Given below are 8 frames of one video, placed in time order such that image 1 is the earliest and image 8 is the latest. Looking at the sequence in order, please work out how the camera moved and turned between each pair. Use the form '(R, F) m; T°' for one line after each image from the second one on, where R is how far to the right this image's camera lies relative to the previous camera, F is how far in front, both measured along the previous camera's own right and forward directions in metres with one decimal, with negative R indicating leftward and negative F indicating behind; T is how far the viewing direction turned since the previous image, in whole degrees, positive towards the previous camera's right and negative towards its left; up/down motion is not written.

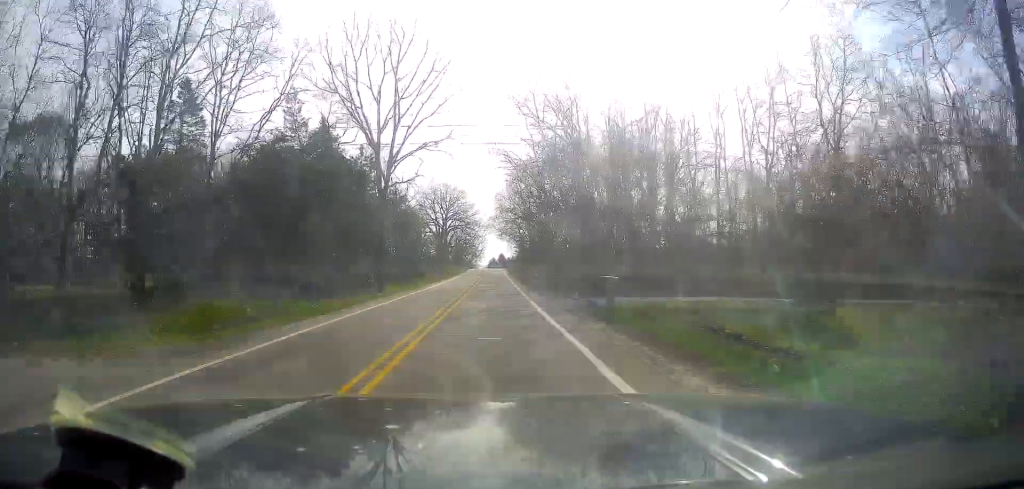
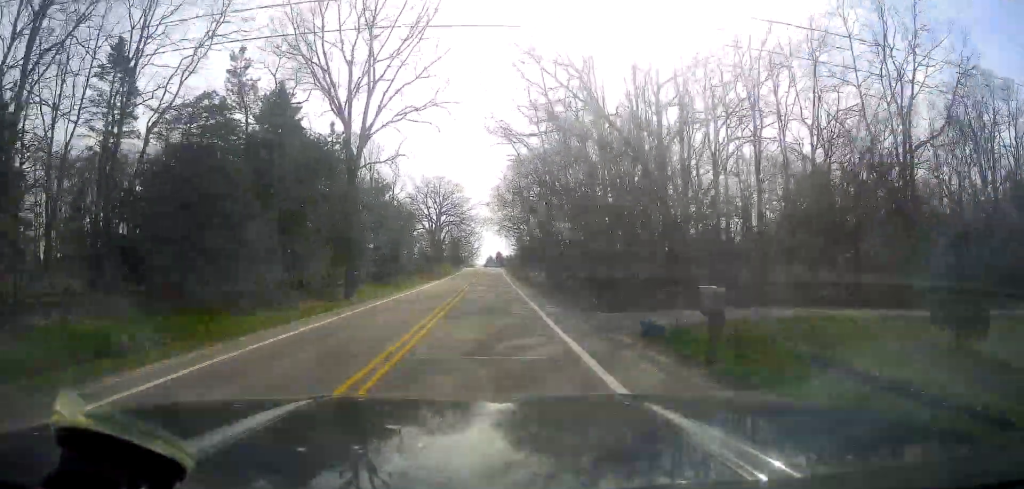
(0.0, +9.2) m; +1°
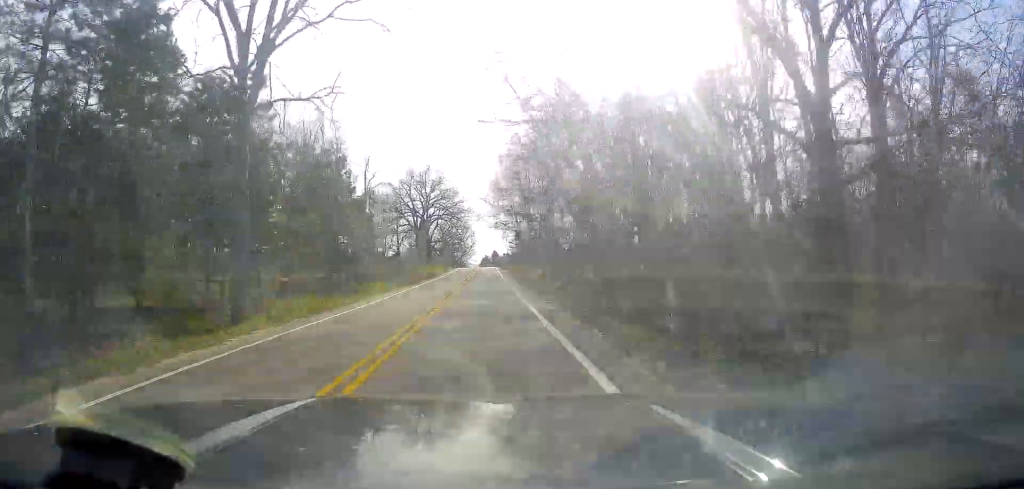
(+0.4, +16.3) m; +1°
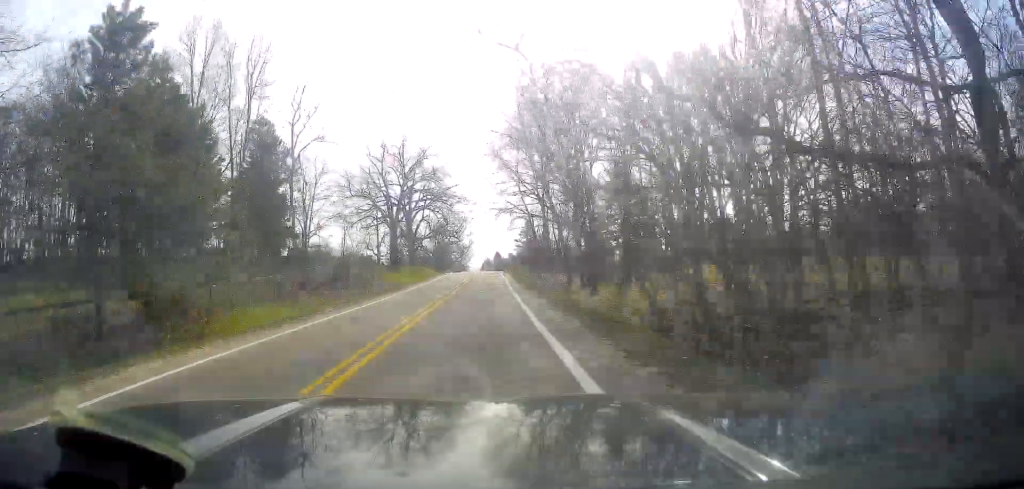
(+0.1, +28.0) m; 0°
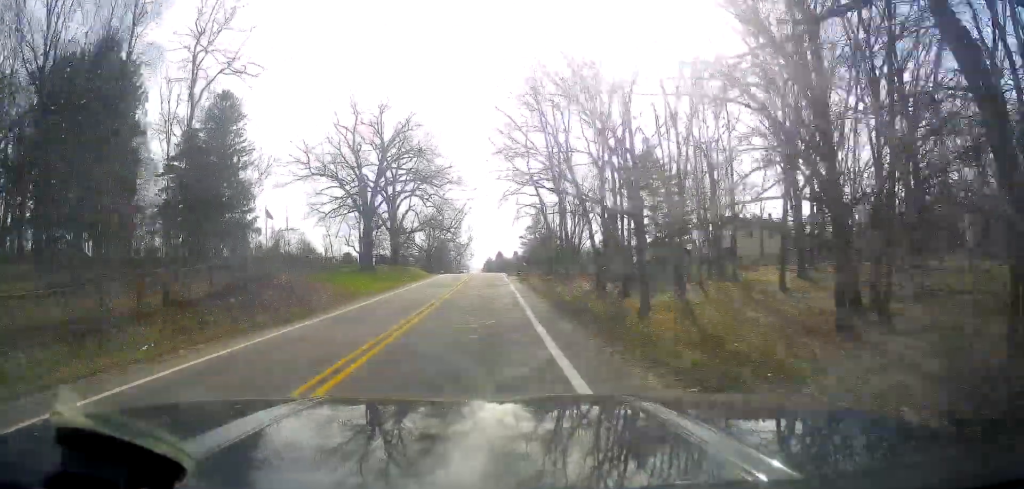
(0.0, +17.7) m; 0°
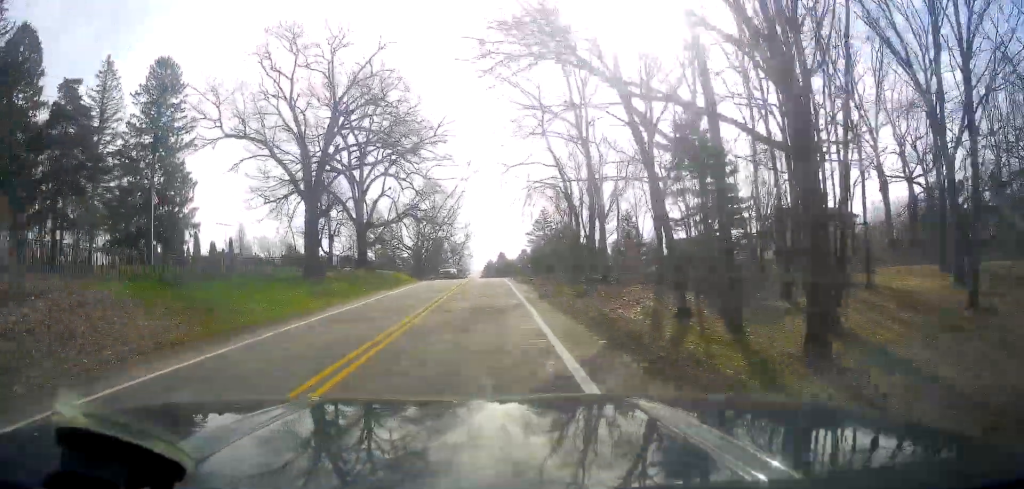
(0.0, +20.1) m; 0°
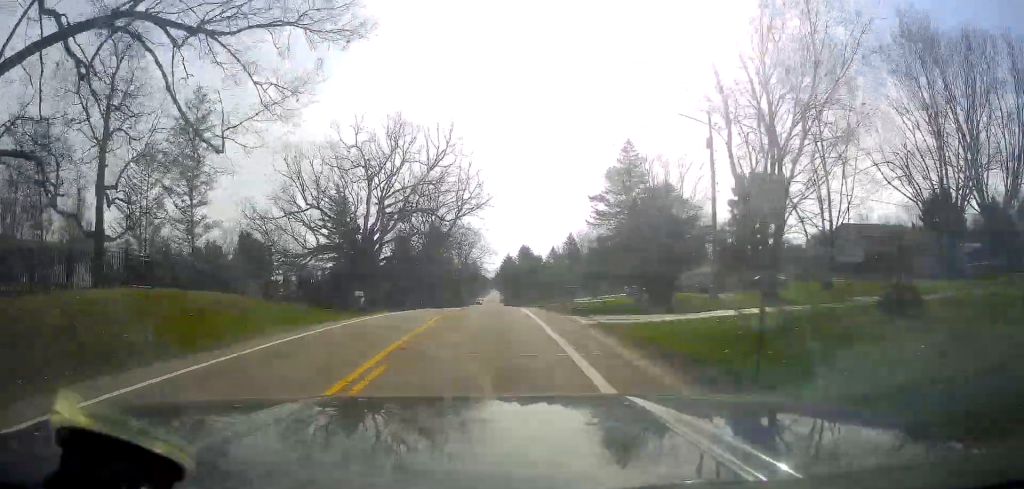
(-0.4, +54.8) m; -2°
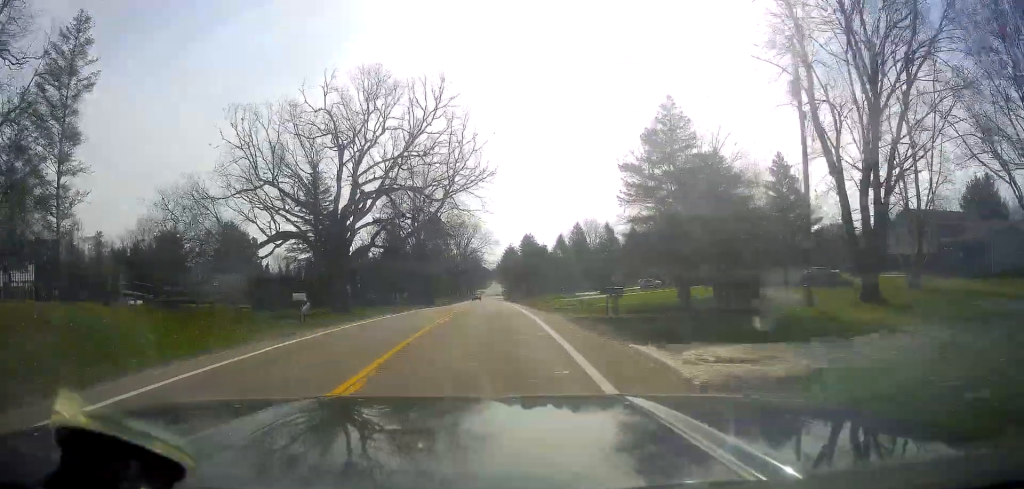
(-0.2, +10.9) m; -1°
